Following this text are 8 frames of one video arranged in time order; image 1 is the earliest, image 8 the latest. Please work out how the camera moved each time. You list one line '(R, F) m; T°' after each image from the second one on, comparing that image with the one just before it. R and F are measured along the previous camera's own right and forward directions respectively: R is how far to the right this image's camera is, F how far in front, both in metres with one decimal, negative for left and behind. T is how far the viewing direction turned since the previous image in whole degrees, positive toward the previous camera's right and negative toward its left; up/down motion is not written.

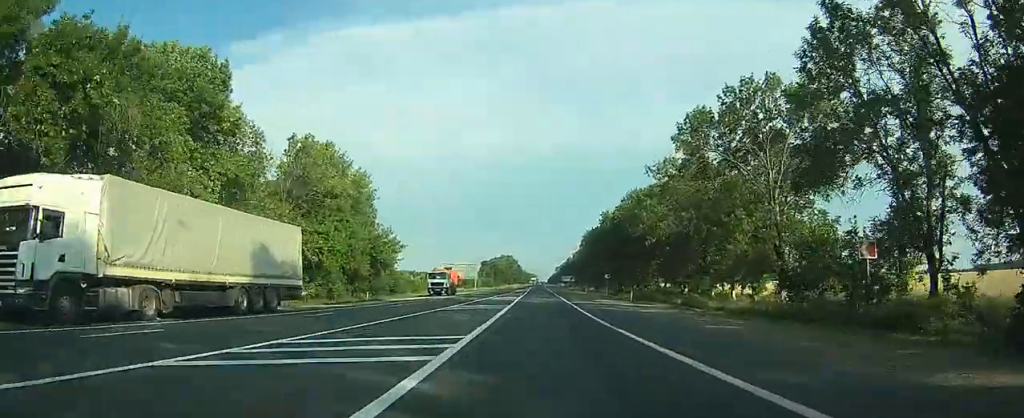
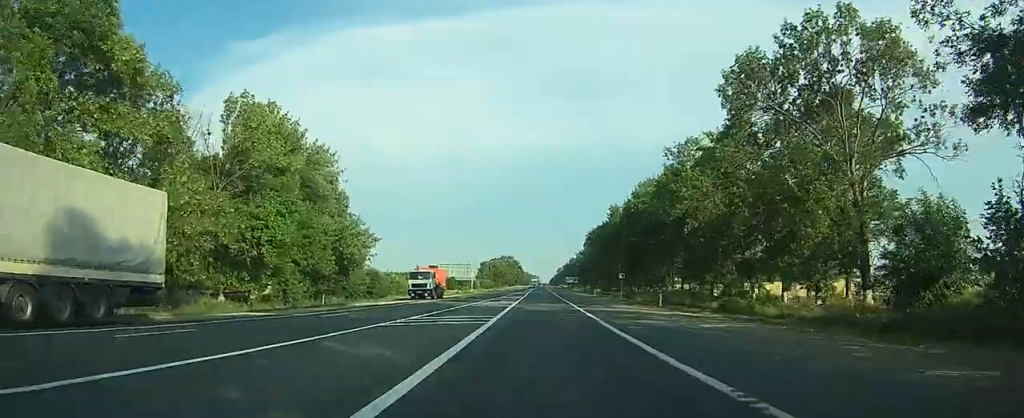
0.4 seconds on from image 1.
(0.0, +10.0) m; 0°
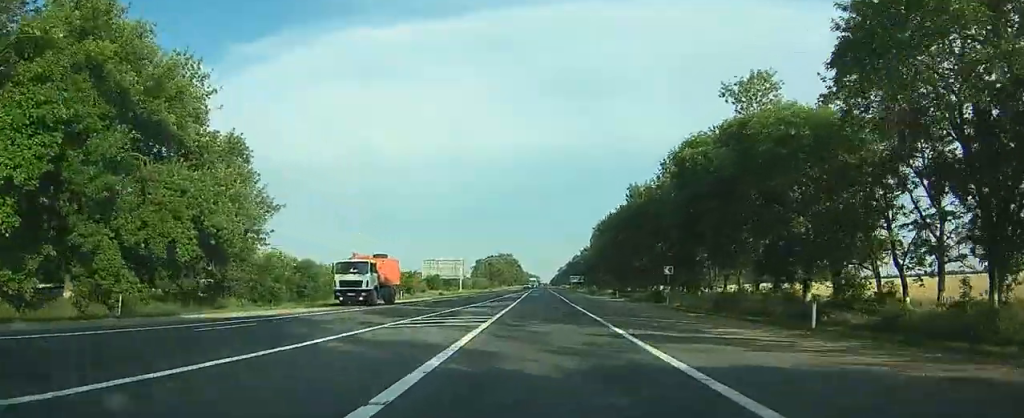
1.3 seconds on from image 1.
(0.0, +20.3) m; 0°
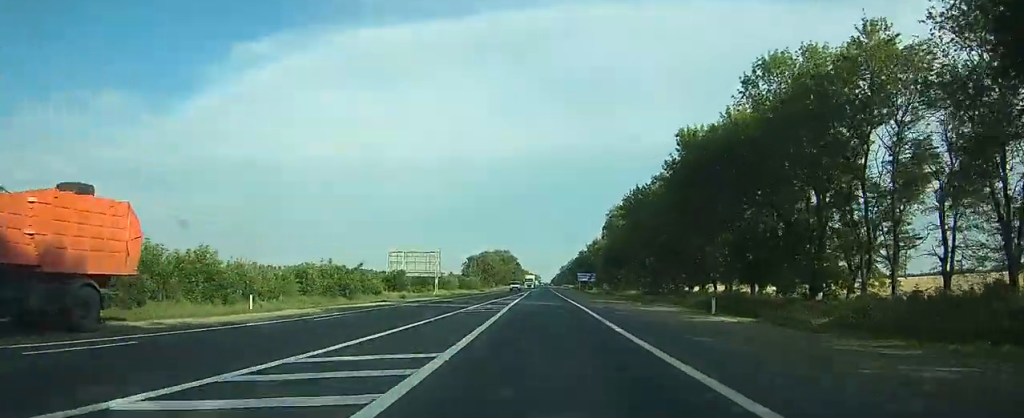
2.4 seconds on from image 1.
(0.0, +33.3) m; 0°
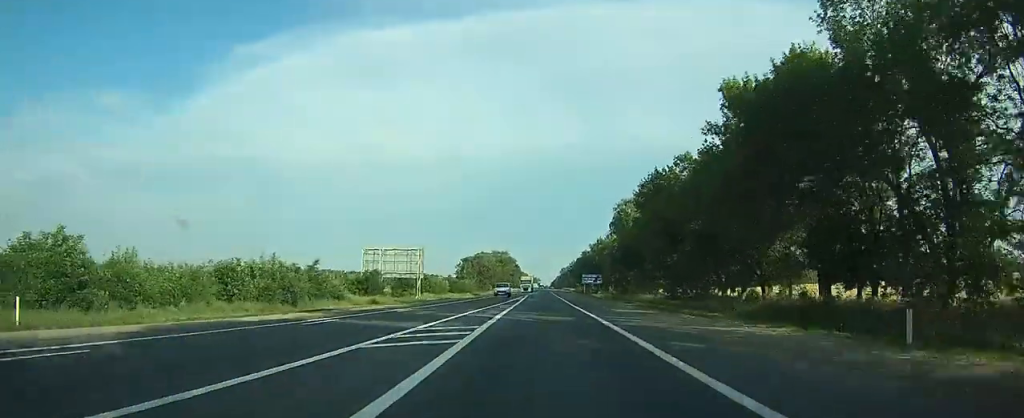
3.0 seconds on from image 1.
(0.0, +15.2) m; 0°
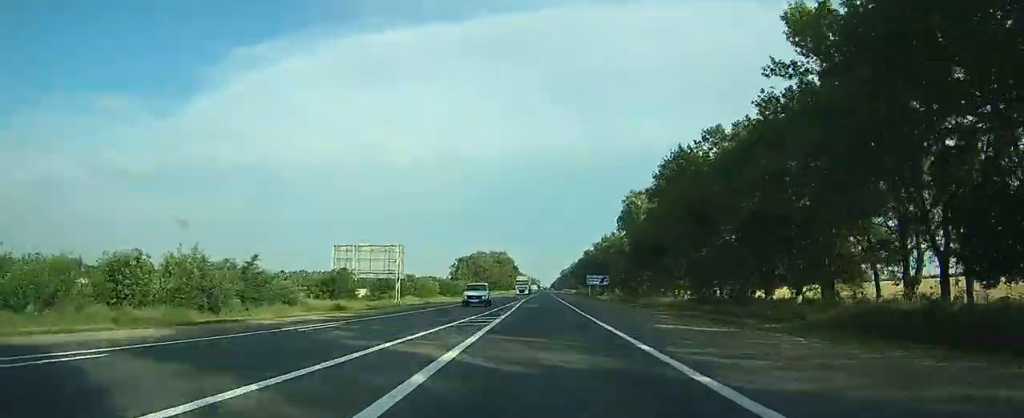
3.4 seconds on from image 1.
(0.0, +13.2) m; 0°
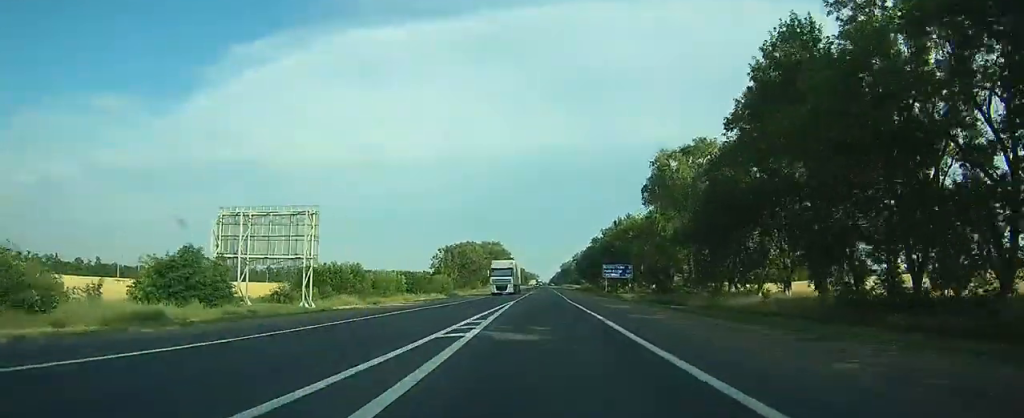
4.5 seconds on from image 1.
(0.0, +29.9) m; 0°
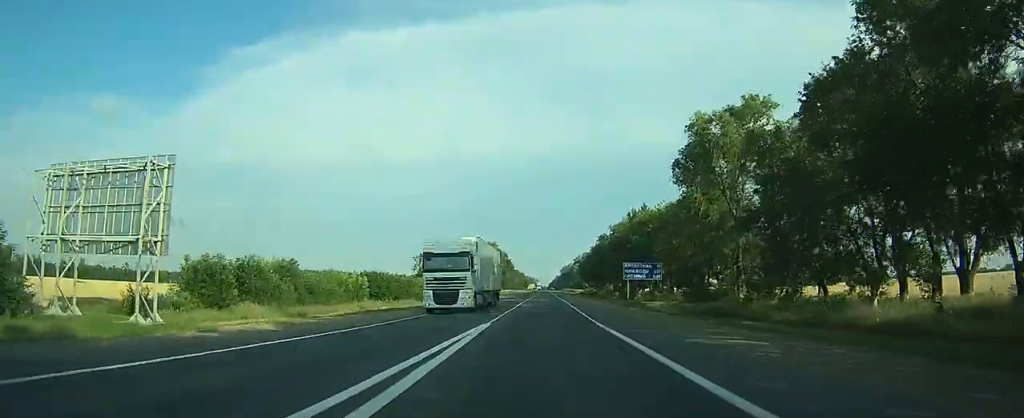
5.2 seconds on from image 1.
(0.0, +20.2) m; 0°
